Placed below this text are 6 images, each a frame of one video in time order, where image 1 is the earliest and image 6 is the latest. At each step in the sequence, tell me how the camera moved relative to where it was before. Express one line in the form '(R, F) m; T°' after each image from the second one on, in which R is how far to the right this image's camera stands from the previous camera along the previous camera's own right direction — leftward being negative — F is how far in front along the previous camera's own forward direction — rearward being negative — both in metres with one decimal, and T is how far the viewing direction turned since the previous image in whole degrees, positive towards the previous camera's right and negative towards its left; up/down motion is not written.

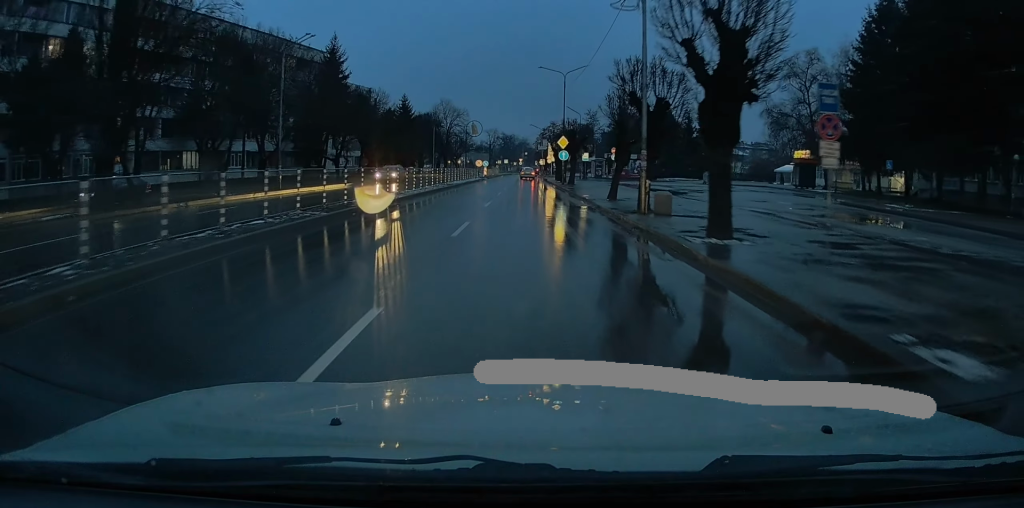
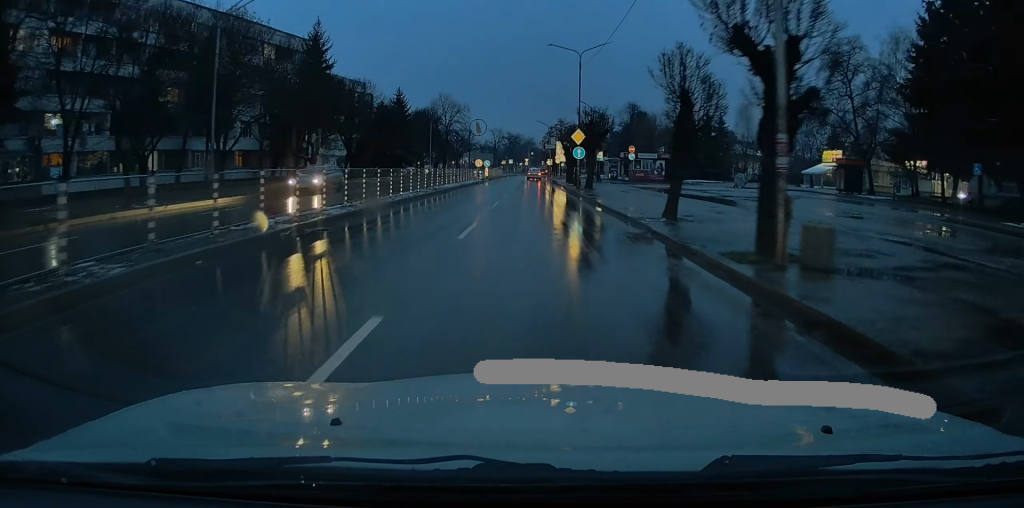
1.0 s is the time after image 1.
(-0.4, +9.3) m; 0°
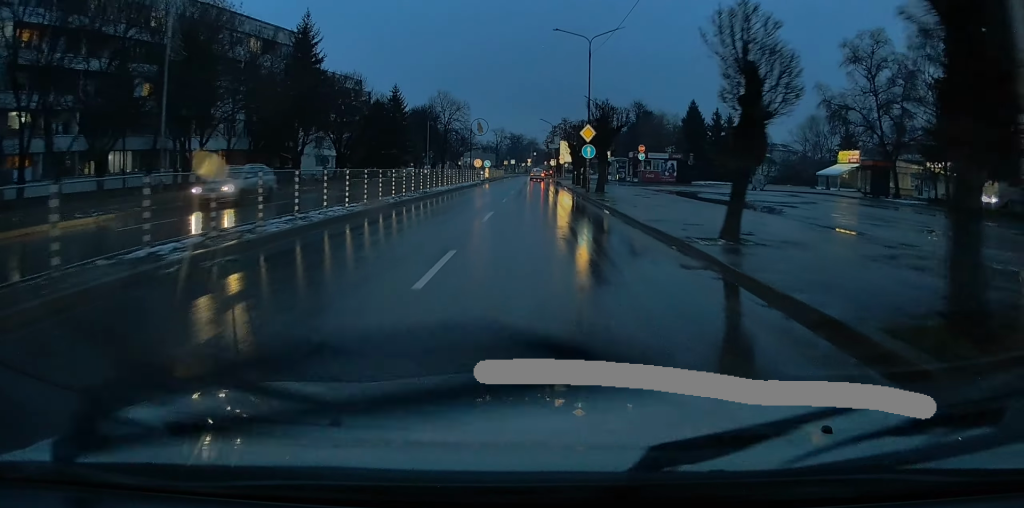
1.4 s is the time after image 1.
(+0.1, +4.6) m; +1°
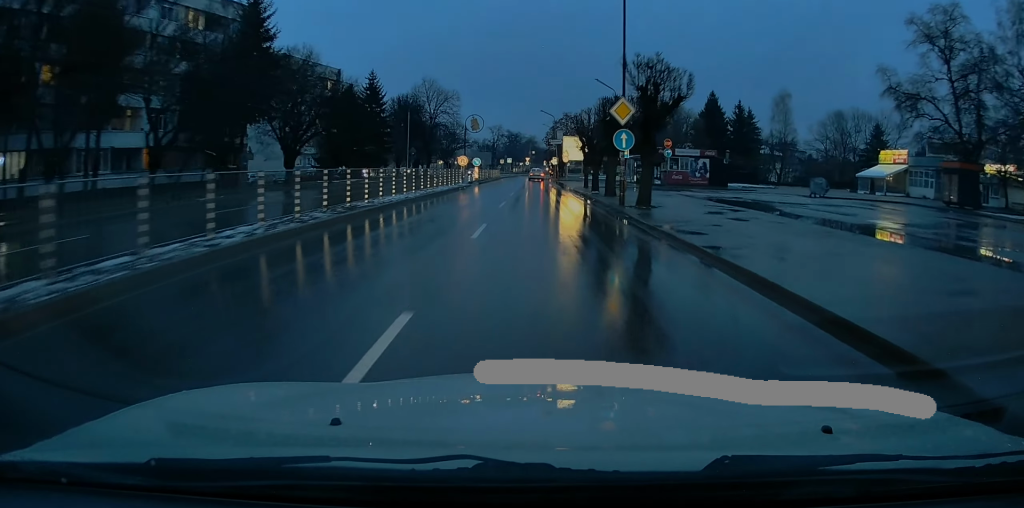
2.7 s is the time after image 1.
(+0.3, +13.1) m; +1°
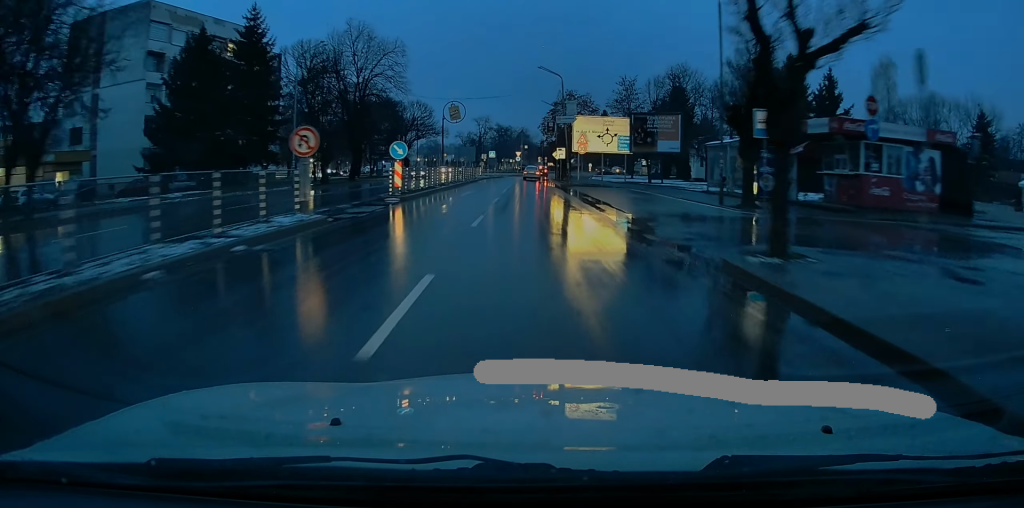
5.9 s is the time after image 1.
(-0.1, +33.4) m; -1°
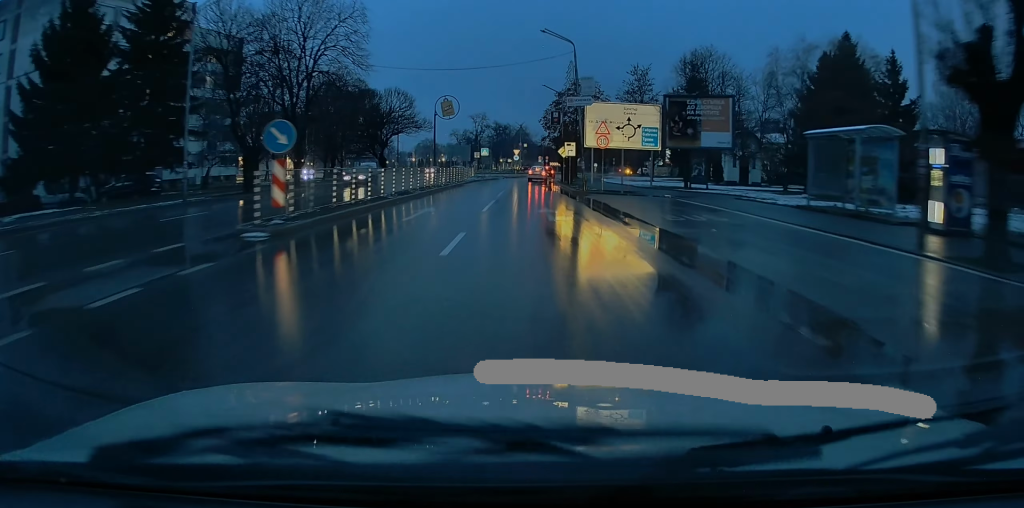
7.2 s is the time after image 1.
(+0.8, +13.0) m; +2°
